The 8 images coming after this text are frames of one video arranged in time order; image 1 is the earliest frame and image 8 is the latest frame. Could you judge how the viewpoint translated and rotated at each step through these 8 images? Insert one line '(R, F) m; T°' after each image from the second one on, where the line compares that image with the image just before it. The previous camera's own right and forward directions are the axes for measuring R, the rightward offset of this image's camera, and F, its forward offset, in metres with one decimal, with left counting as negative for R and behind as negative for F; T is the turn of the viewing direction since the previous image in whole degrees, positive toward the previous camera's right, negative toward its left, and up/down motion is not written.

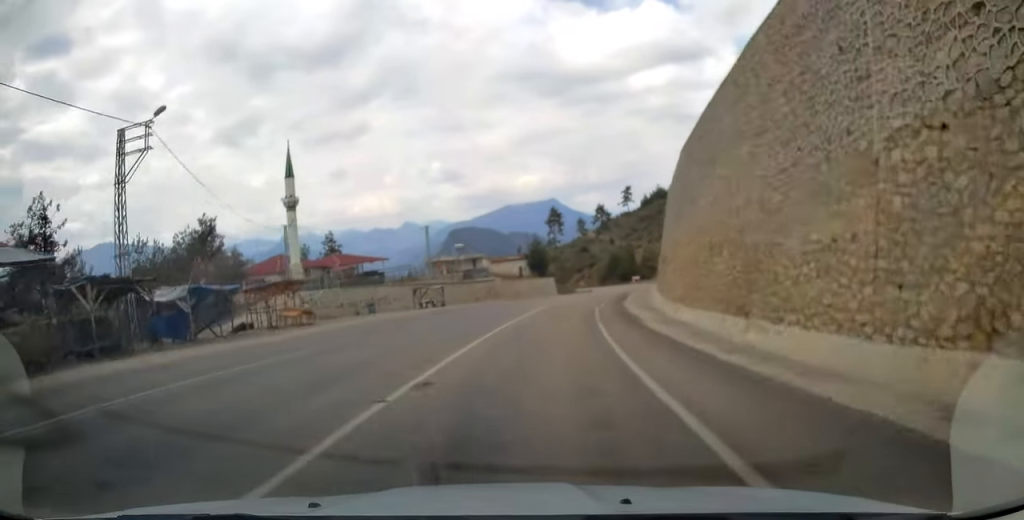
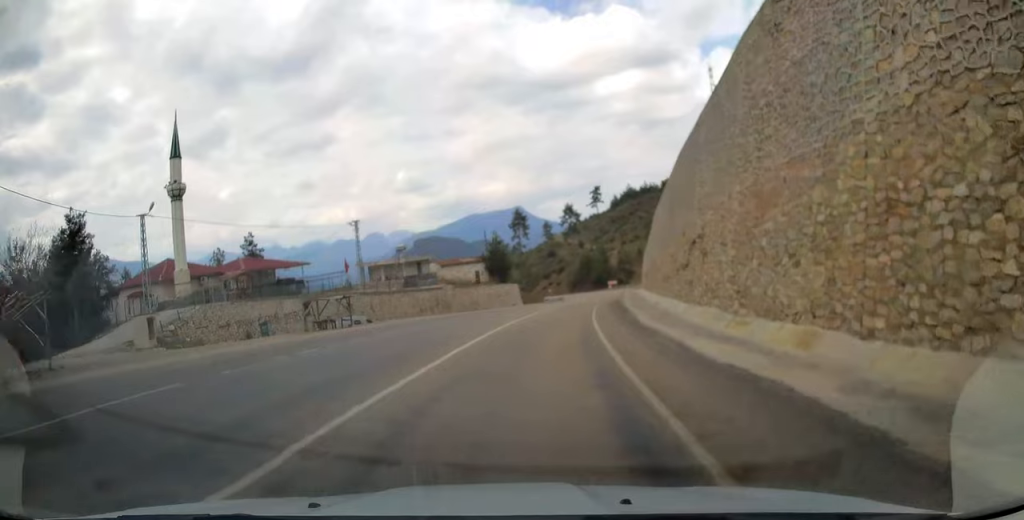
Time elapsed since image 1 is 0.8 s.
(+0.6, +19.2) m; +3°
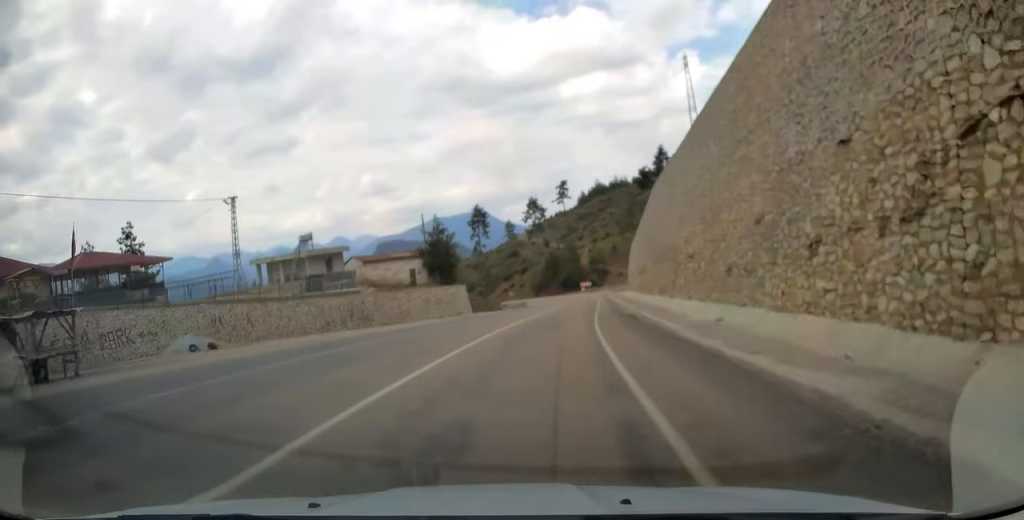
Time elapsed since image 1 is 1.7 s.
(+0.7, +22.6) m; +3°
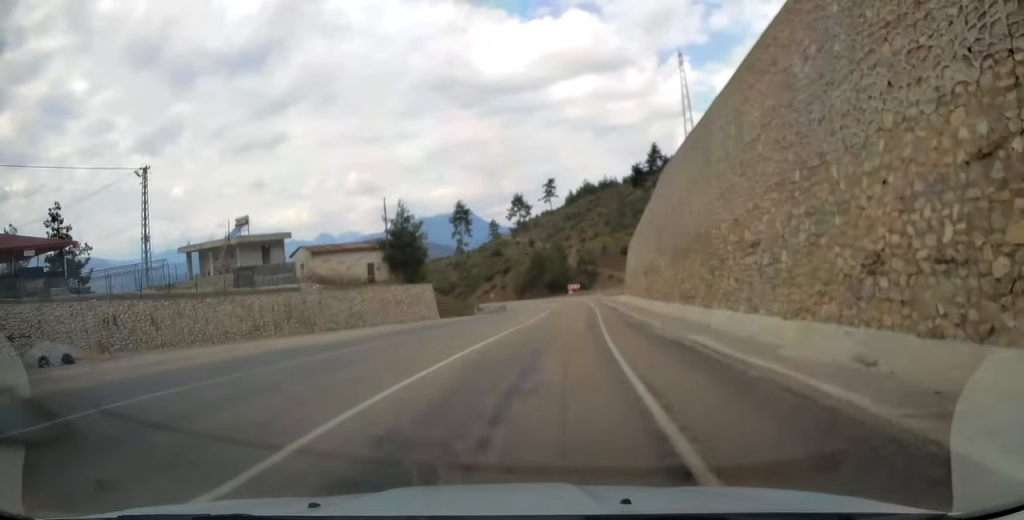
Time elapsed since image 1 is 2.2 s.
(+0.2, +11.2) m; +1°
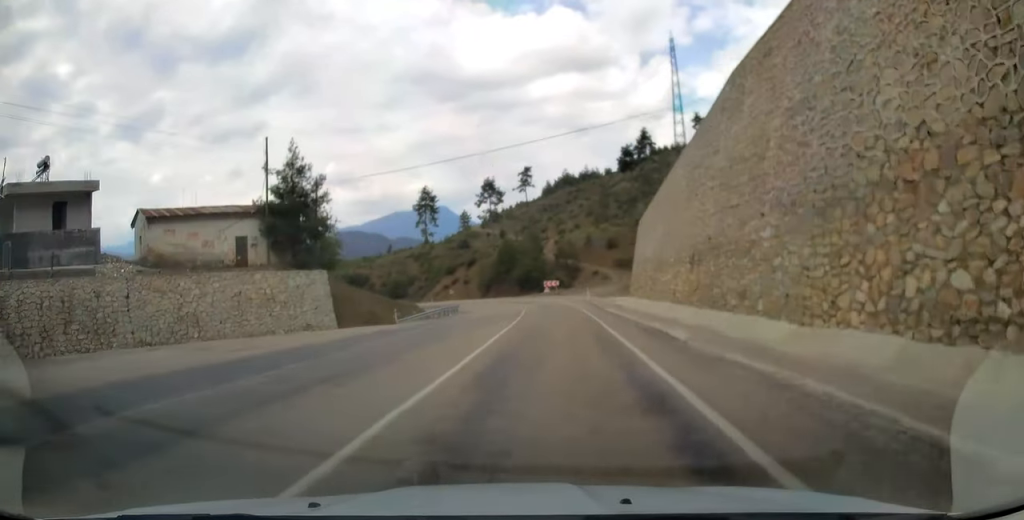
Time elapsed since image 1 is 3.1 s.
(+0.5, +22.1) m; +2°
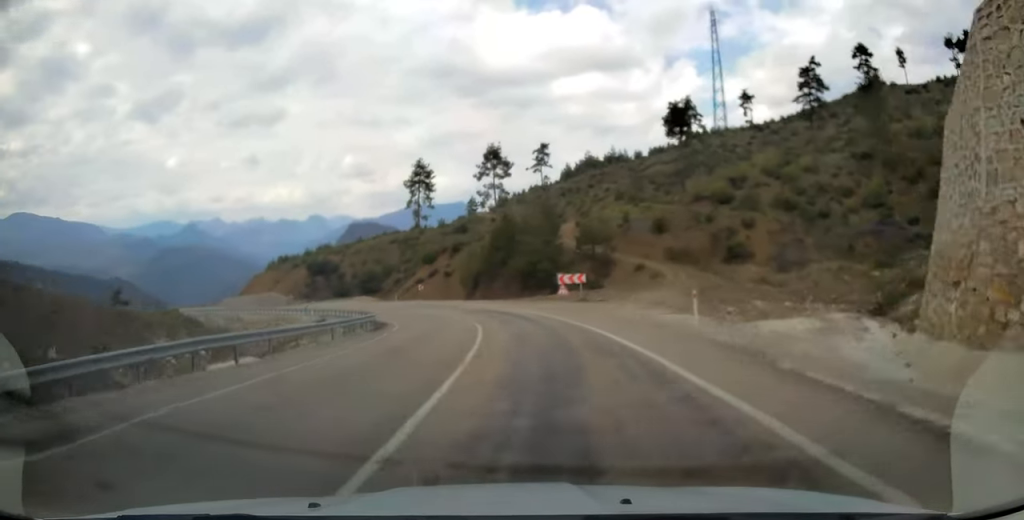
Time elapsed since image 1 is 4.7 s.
(+0.3, +35.7) m; -3°
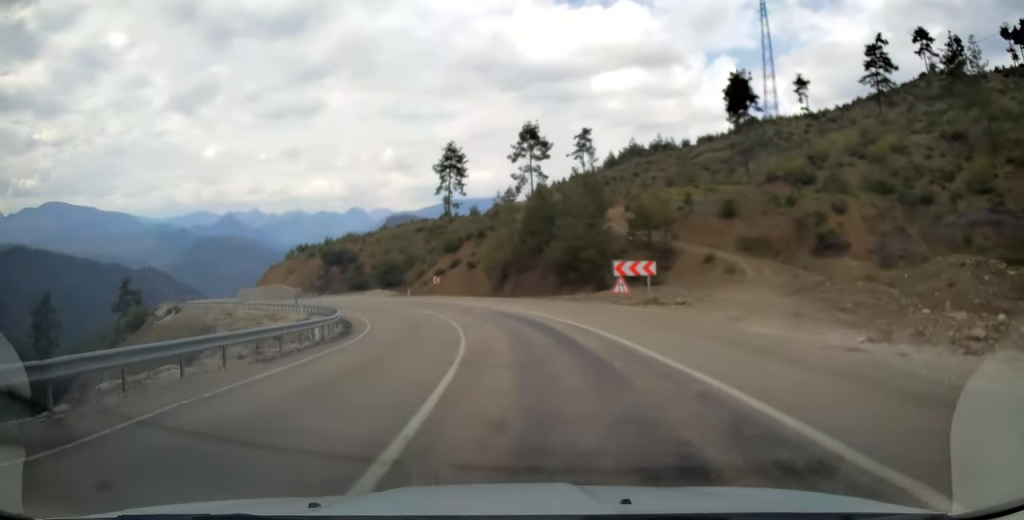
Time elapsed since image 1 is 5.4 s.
(-0.5, +13.6) m; -5°
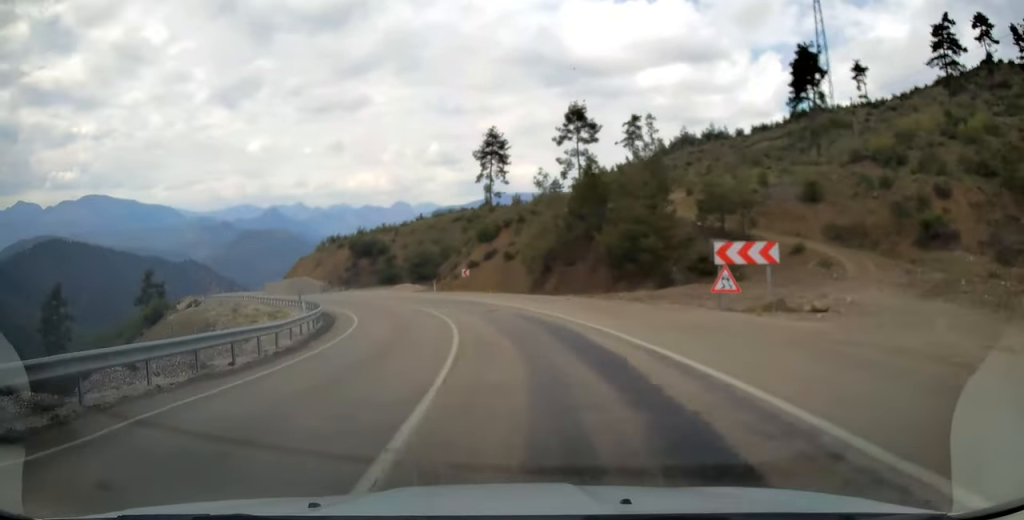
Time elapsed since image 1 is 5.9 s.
(+0.1, +10.0) m; -4°
